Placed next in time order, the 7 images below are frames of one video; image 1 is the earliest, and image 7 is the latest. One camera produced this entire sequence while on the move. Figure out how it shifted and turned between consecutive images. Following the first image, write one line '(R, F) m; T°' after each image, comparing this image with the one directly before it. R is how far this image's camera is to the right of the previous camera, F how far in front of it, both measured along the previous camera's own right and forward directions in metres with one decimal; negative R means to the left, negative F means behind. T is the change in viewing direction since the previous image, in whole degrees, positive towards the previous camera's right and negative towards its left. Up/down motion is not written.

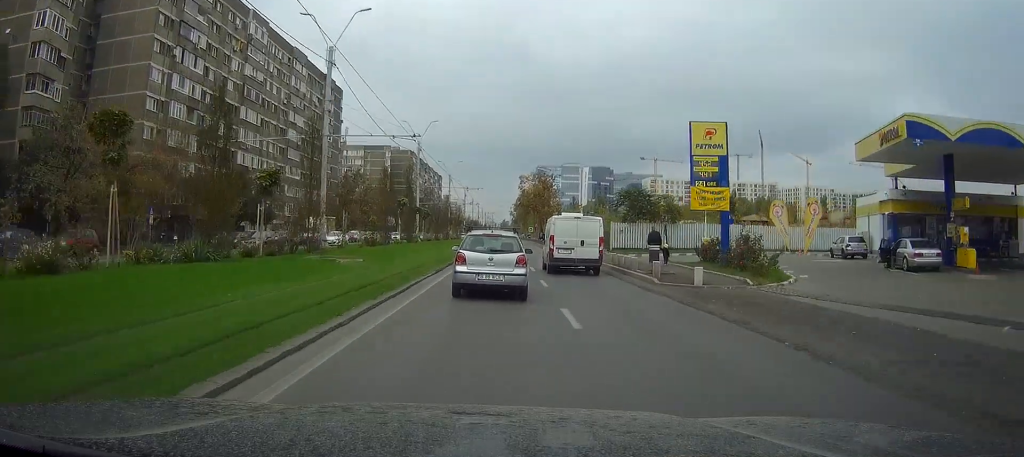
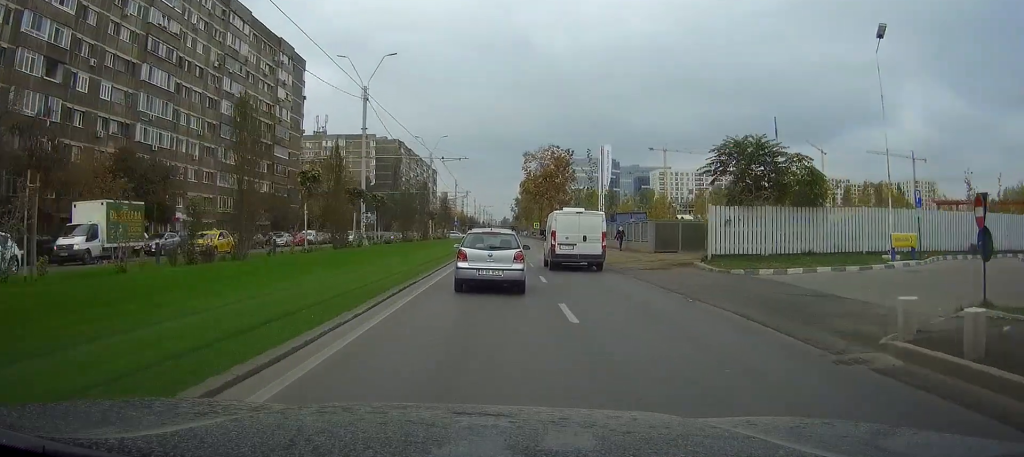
(-0.1, +26.4) m; 0°
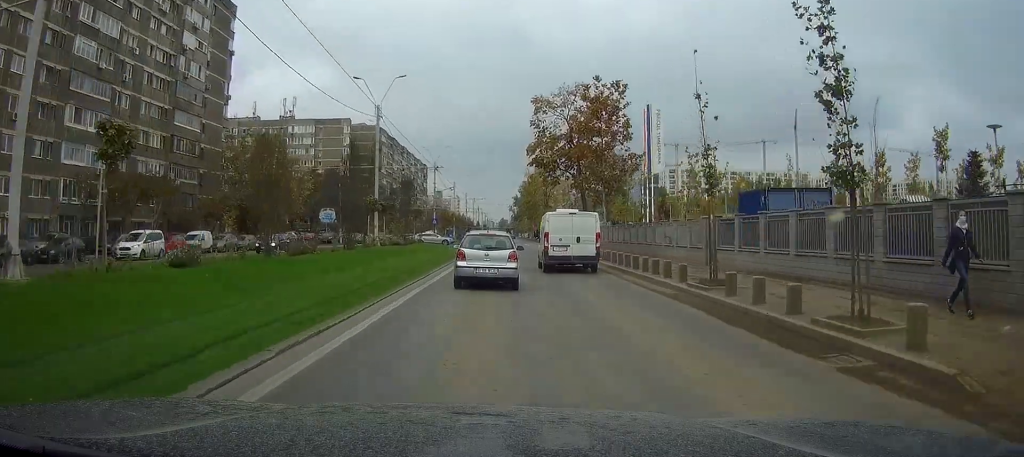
(0.0, +32.3) m; 0°
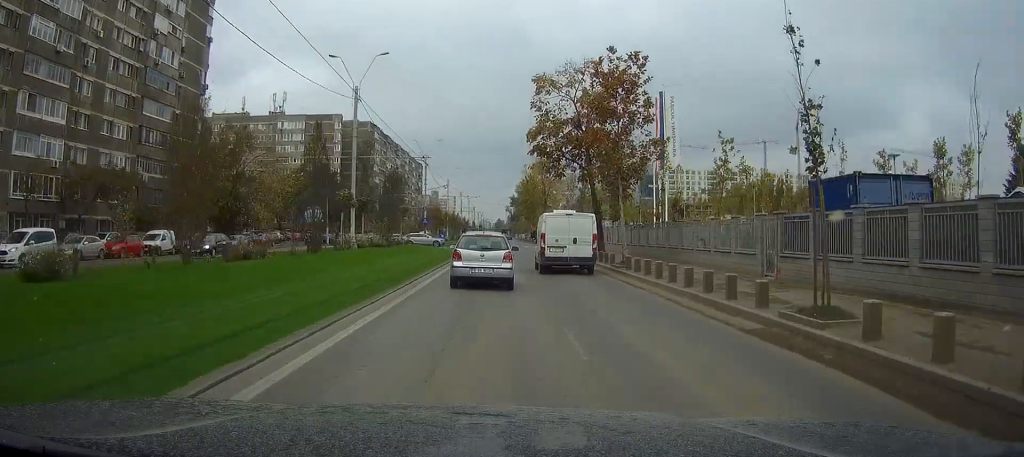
(0.0, +6.4) m; 0°
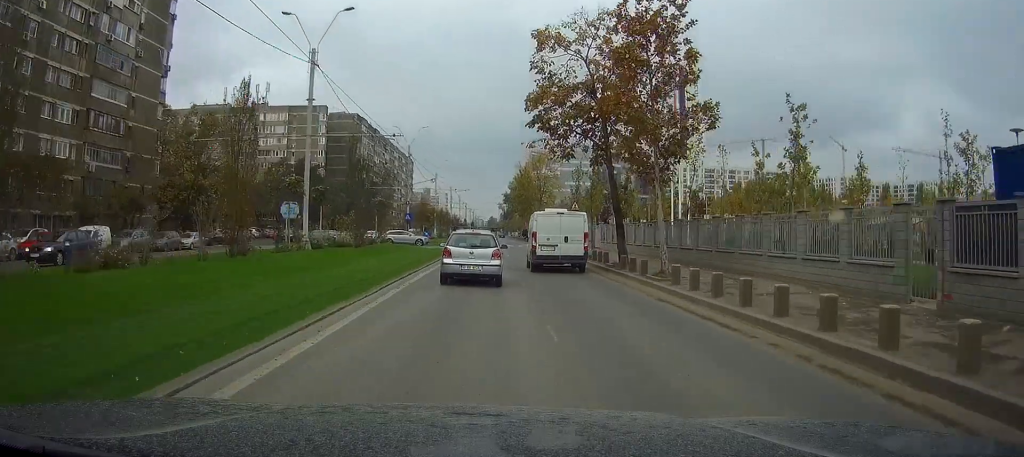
(0.0, +8.6) m; 0°
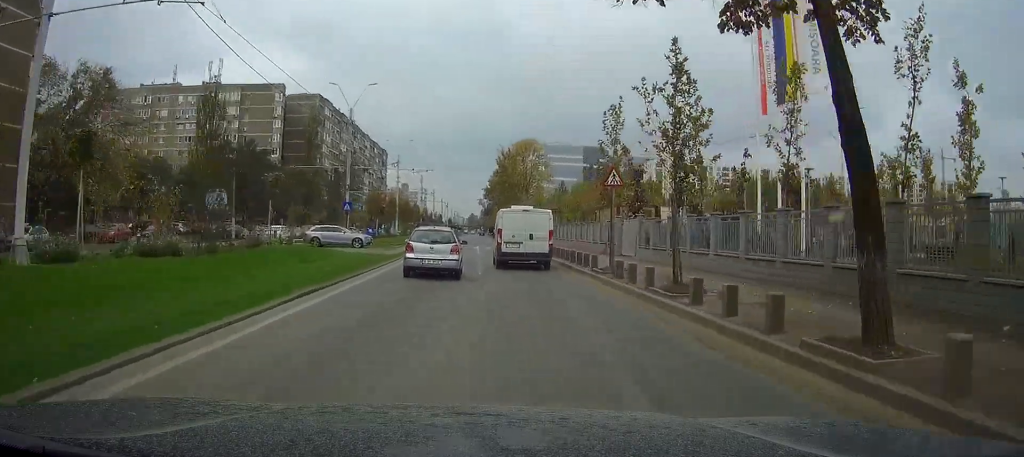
(+0.1, +20.5) m; +1°
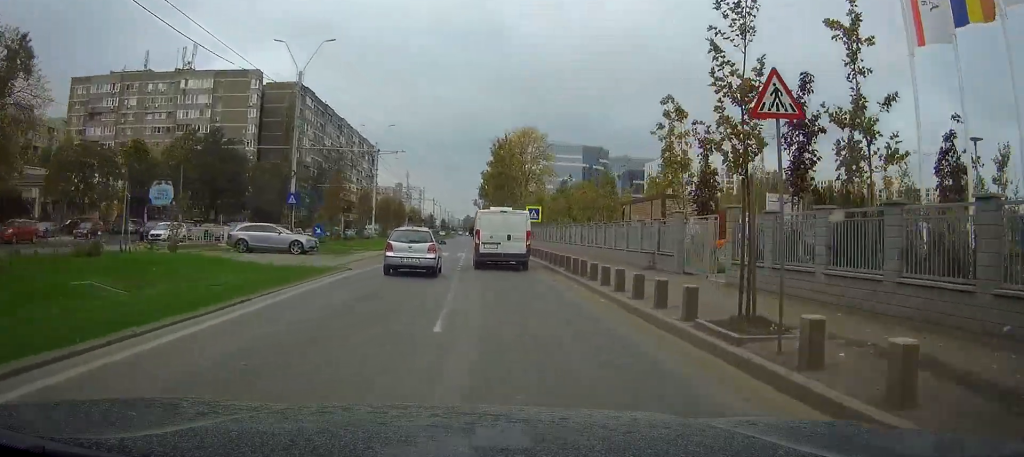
(+0.1, +13.0) m; 0°
